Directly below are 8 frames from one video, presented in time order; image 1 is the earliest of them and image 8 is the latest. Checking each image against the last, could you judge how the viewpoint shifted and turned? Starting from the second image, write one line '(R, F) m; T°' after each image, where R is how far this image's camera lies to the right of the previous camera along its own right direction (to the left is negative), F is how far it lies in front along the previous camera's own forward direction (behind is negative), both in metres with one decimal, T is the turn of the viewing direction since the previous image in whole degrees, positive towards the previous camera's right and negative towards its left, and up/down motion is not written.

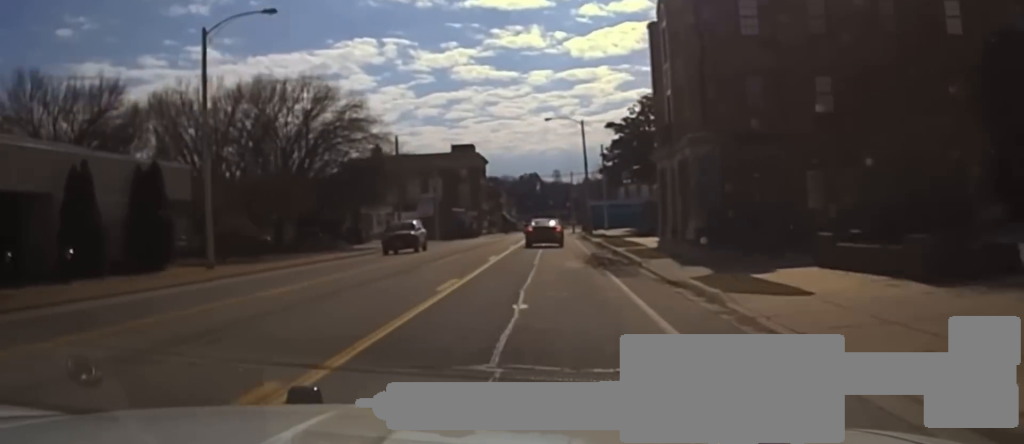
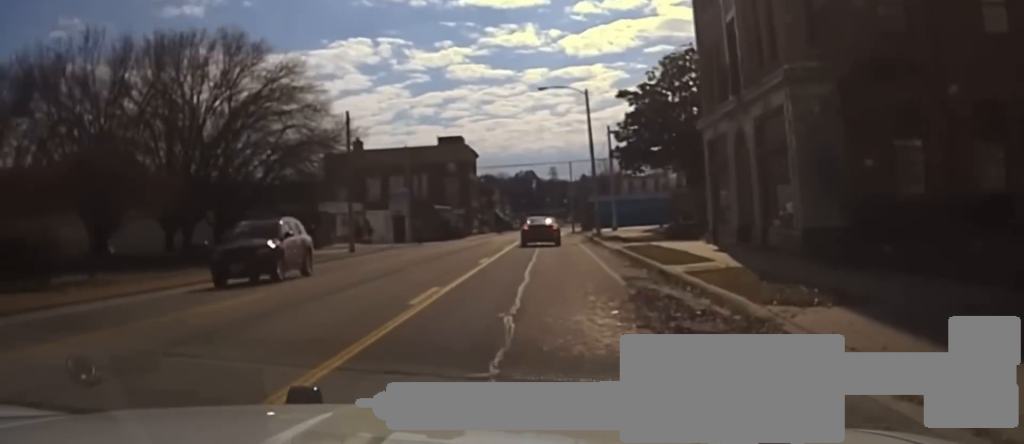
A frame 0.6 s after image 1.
(-0.2, +11.2) m; 0°
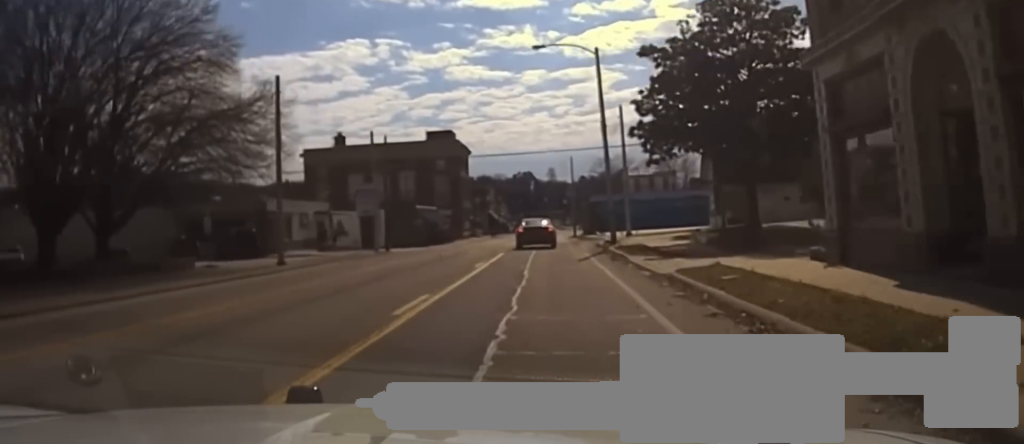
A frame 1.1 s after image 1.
(-0.2, +10.5) m; -1°
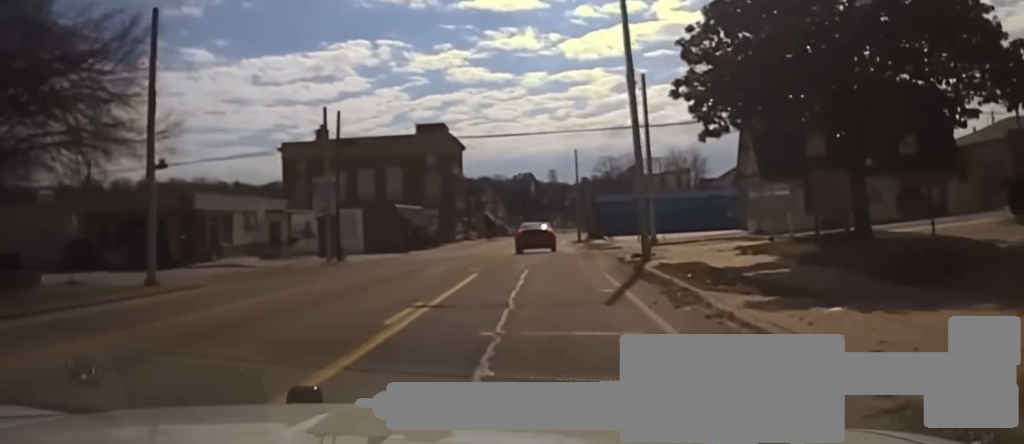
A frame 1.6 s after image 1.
(+0.1, +12.0) m; 0°
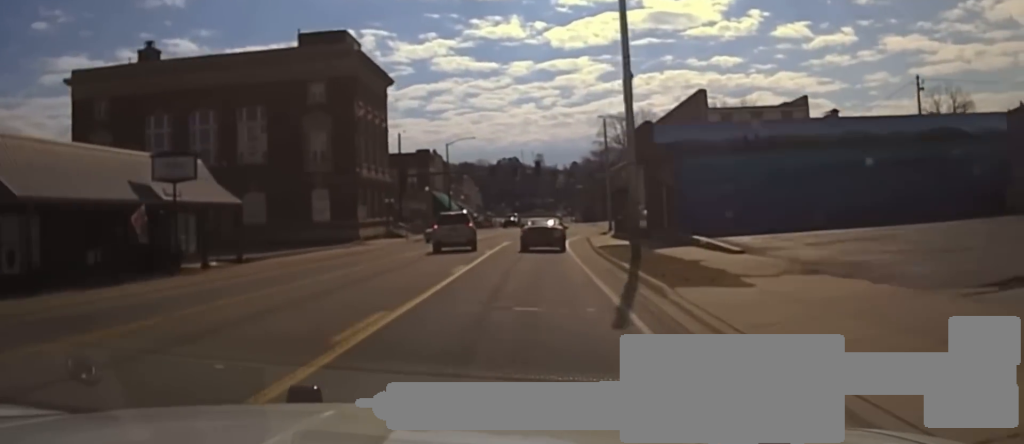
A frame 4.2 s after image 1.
(+0.6, +60.5) m; +1°
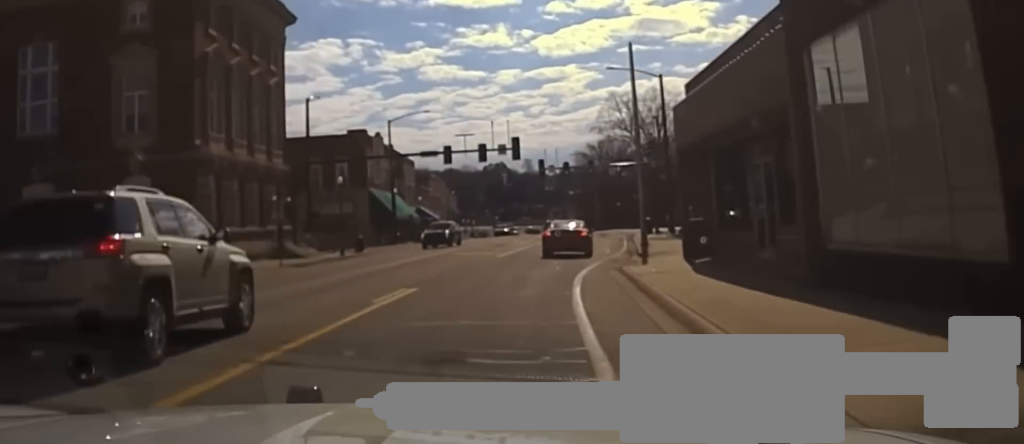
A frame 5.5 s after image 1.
(+0.1, +35.5) m; +1°
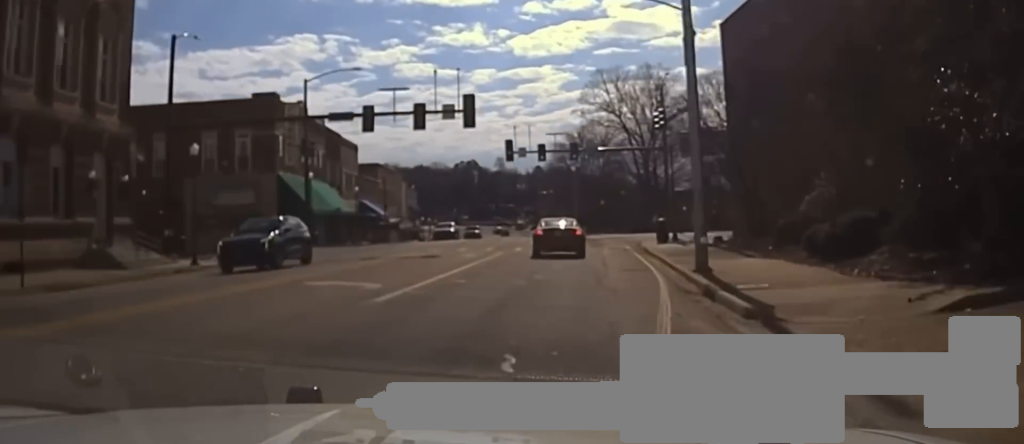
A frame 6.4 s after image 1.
(+0.2, +23.2) m; +1°
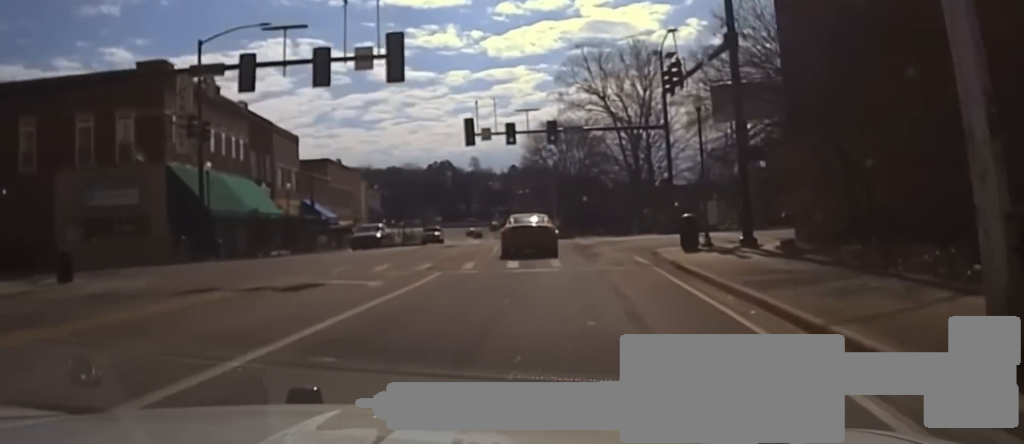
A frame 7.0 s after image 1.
(+0.2, +16.5) m; 0°
